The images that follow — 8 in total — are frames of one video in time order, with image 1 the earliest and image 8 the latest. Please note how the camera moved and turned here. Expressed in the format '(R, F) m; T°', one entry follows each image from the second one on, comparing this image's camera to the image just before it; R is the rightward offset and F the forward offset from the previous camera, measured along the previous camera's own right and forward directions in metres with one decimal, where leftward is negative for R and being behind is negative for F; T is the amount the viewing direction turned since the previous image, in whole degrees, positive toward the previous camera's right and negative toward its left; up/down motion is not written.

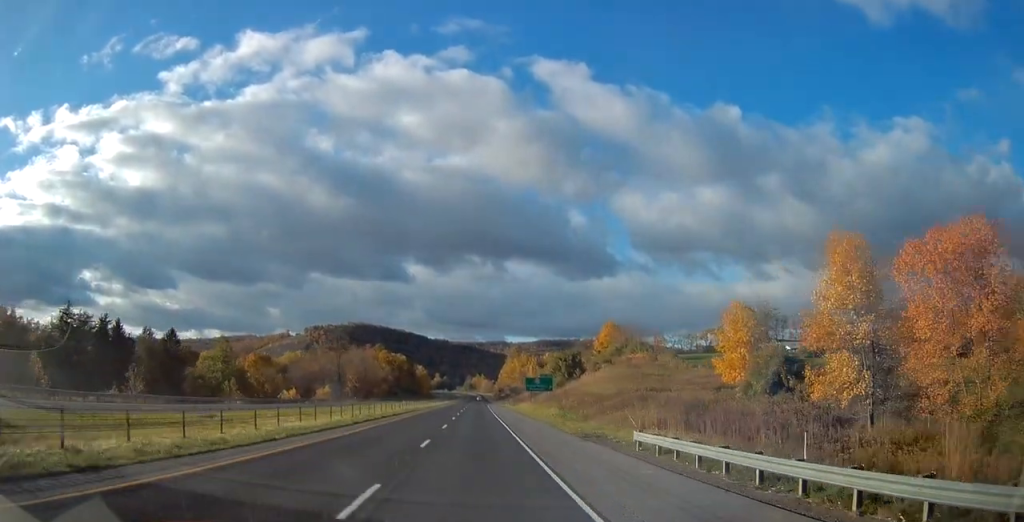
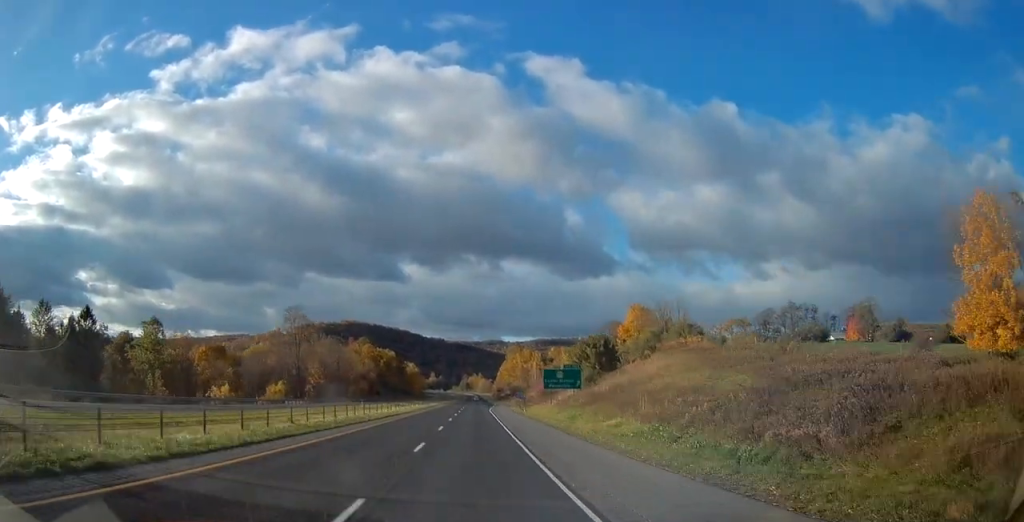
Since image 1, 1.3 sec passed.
(-0.1, +38.2) m; +1°
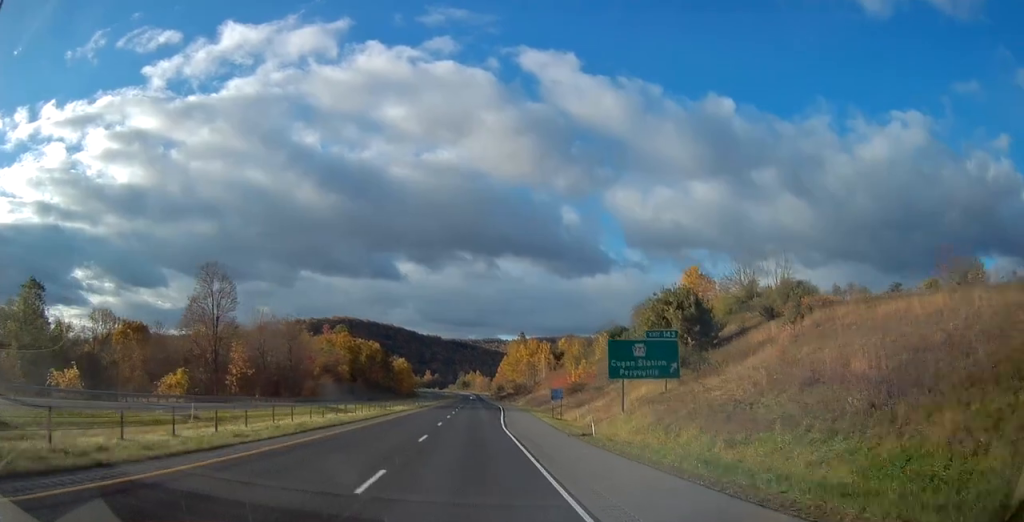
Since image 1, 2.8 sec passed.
(+0.2, +44.6) m; 0°
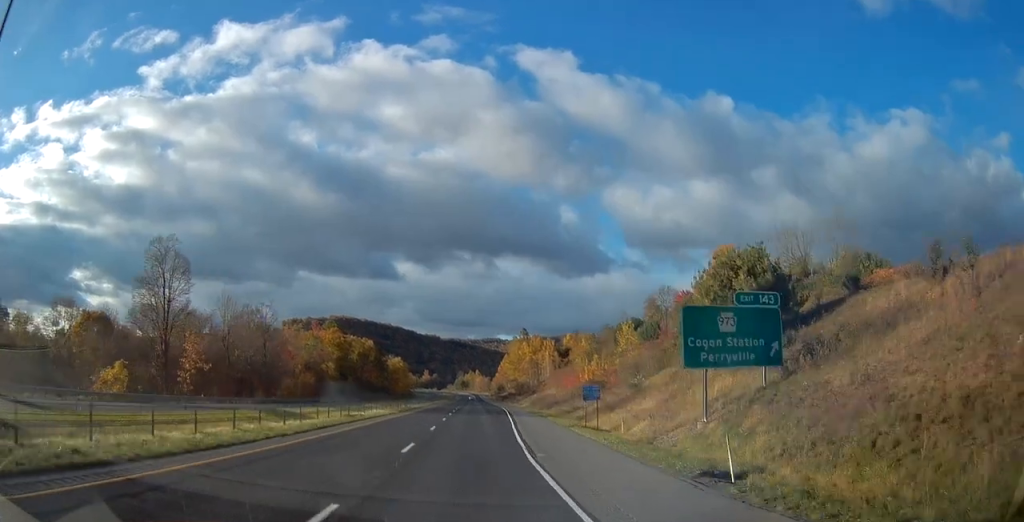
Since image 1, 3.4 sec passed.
(-0.1, +16.4) m; 0°
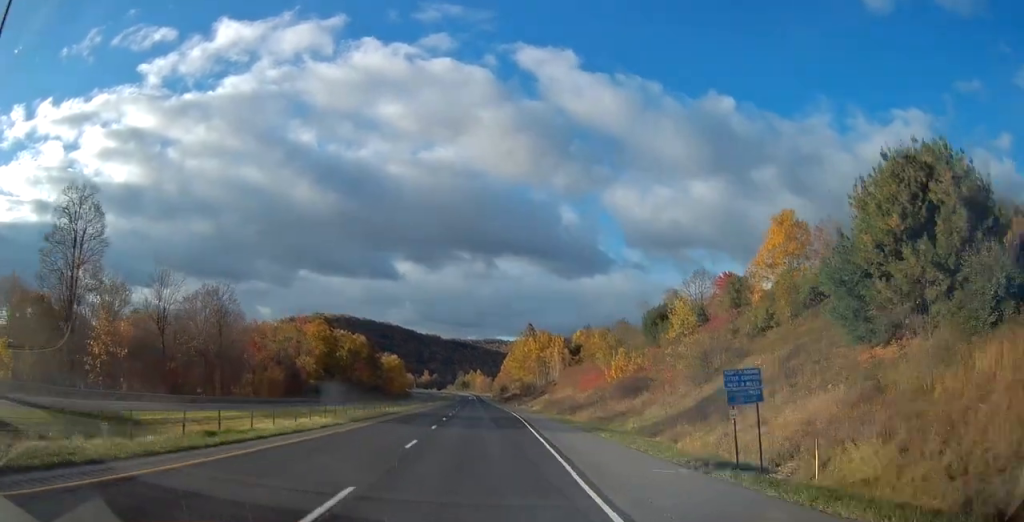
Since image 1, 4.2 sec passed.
(0.0, +22.3) m; 0°
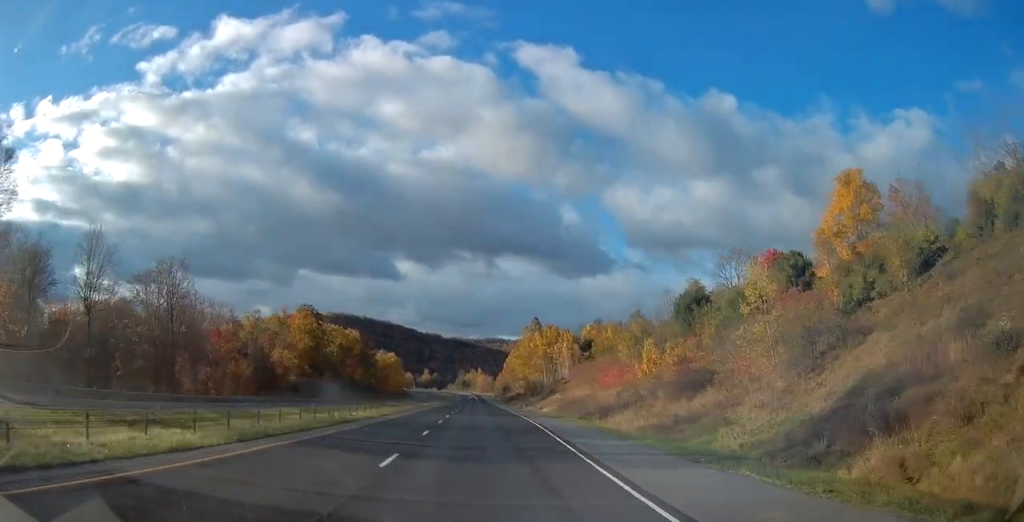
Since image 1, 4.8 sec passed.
(0.0, +17.4) m; 0°
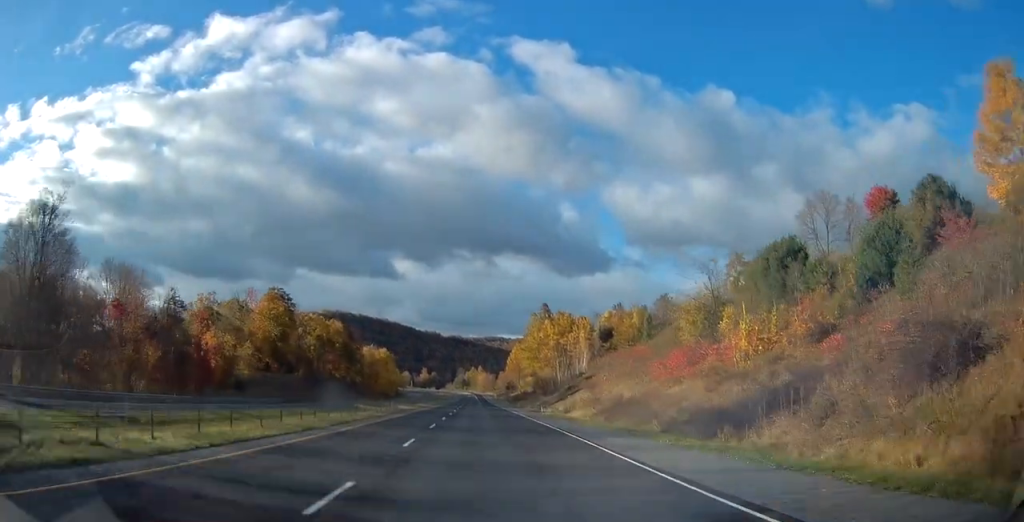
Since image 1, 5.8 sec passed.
(+0.1, +30.1) m; 0°
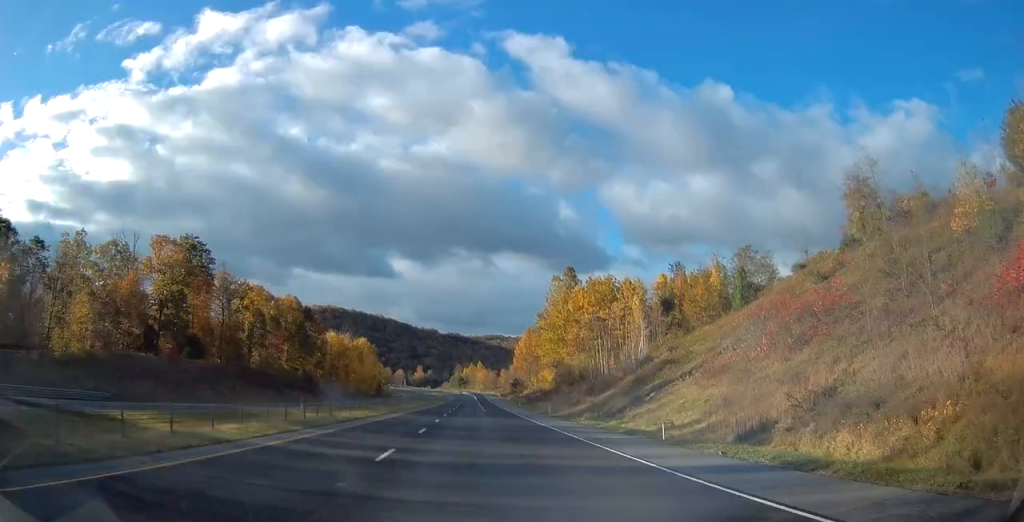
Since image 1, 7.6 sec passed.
(-0.2, +53.3) m; 0°
